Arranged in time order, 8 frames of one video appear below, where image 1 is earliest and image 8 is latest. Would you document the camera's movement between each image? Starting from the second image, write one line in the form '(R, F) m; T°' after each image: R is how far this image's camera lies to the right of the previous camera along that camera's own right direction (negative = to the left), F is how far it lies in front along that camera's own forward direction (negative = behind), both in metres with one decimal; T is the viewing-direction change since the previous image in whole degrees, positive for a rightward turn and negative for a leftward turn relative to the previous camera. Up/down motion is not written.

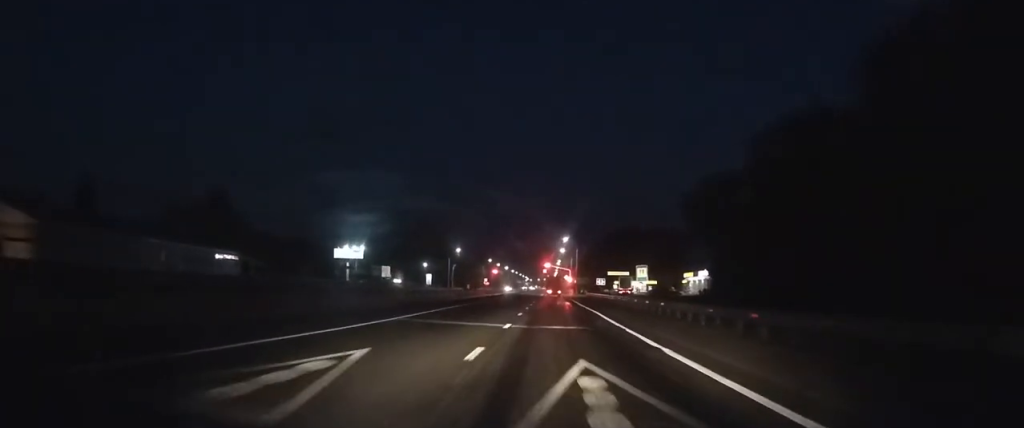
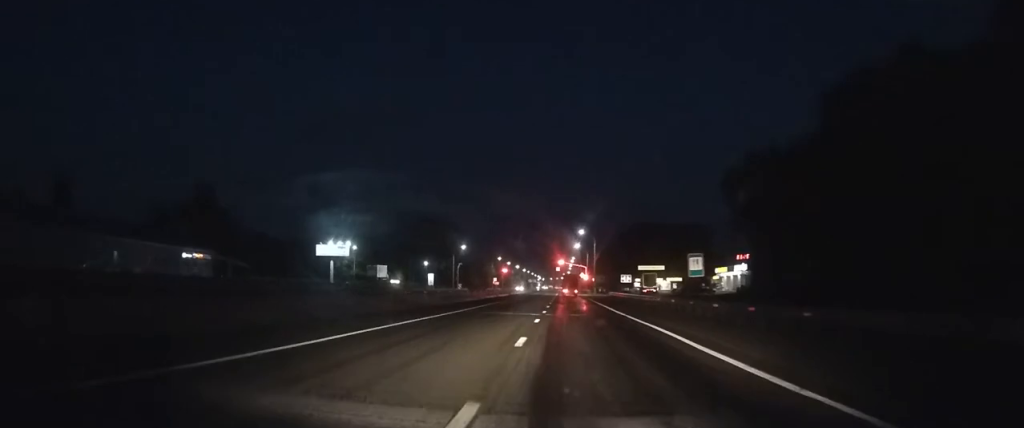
(-0.1, +16.1) m; -1°
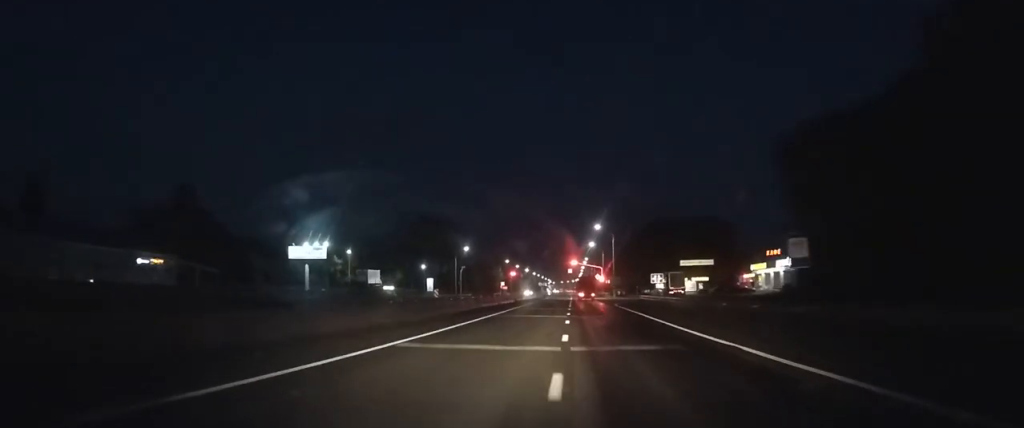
(-0.1, +16.4) m; 0°
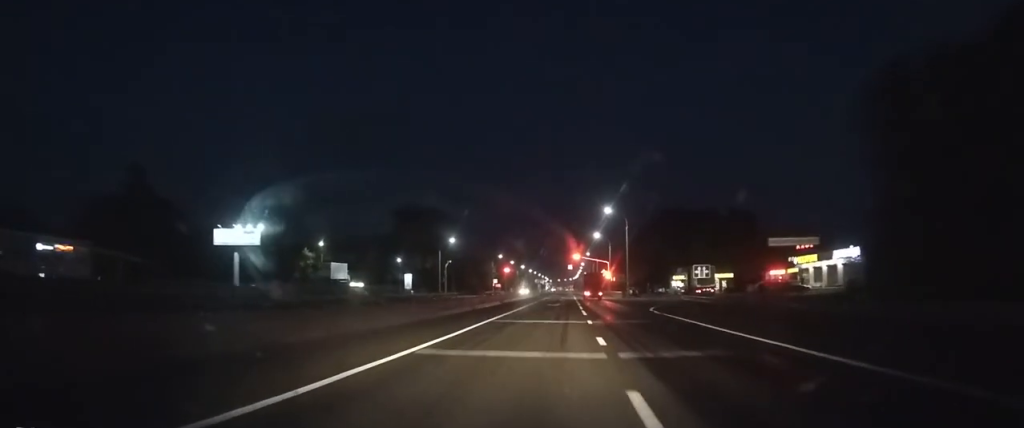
(0.0, +19.5) m; 0°
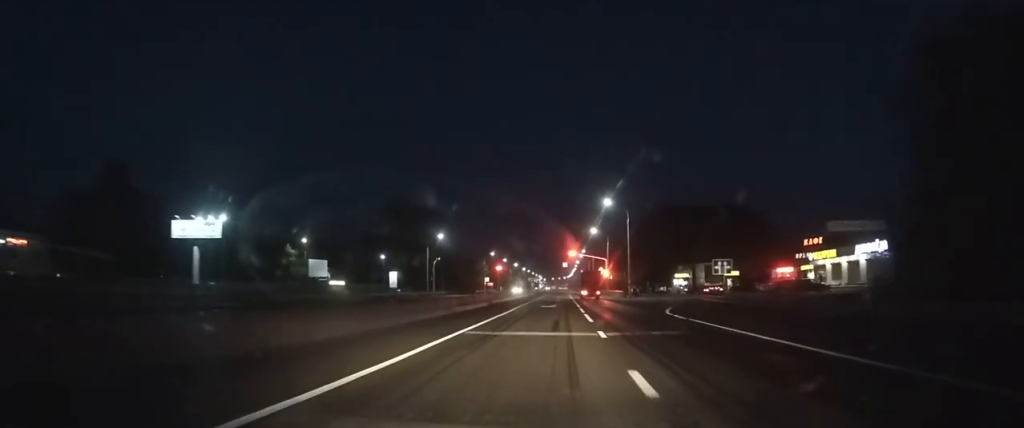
(0.0, +5.6) m; 0°
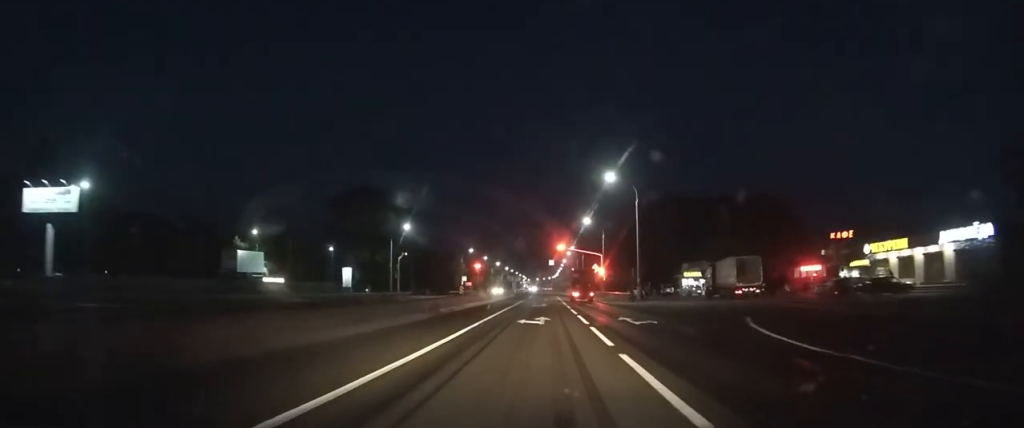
(0.0, +12.7) m; 0°
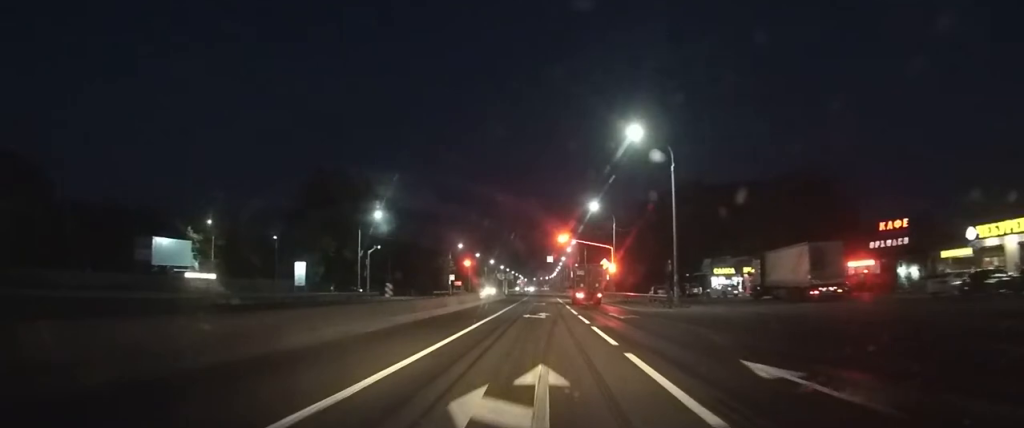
(0.0, +12.2) m; 0°
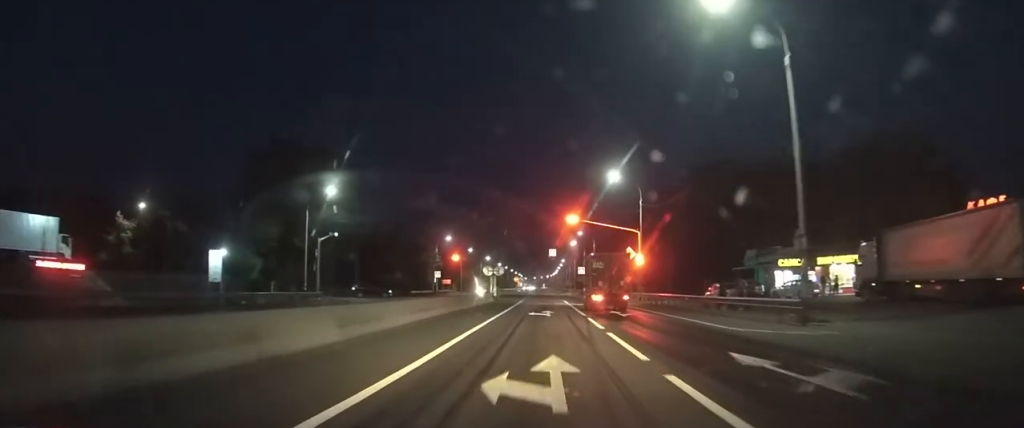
(0.0, +18.1) m; 0°
